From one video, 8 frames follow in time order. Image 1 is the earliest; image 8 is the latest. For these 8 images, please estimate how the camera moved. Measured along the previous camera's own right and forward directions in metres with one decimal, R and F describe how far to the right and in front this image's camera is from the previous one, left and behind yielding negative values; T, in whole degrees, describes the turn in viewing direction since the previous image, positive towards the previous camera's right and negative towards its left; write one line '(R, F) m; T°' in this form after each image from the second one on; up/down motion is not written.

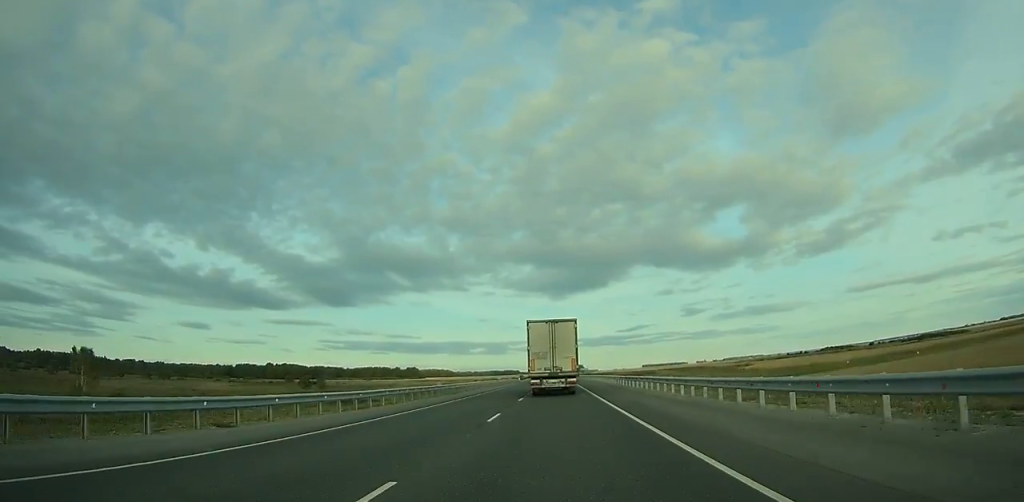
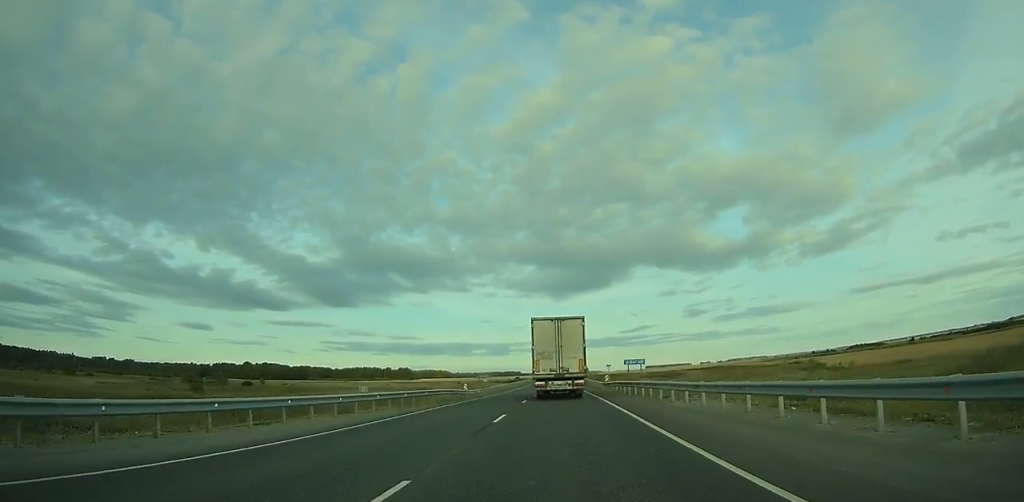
(+0.1, +72.3) m; 0°
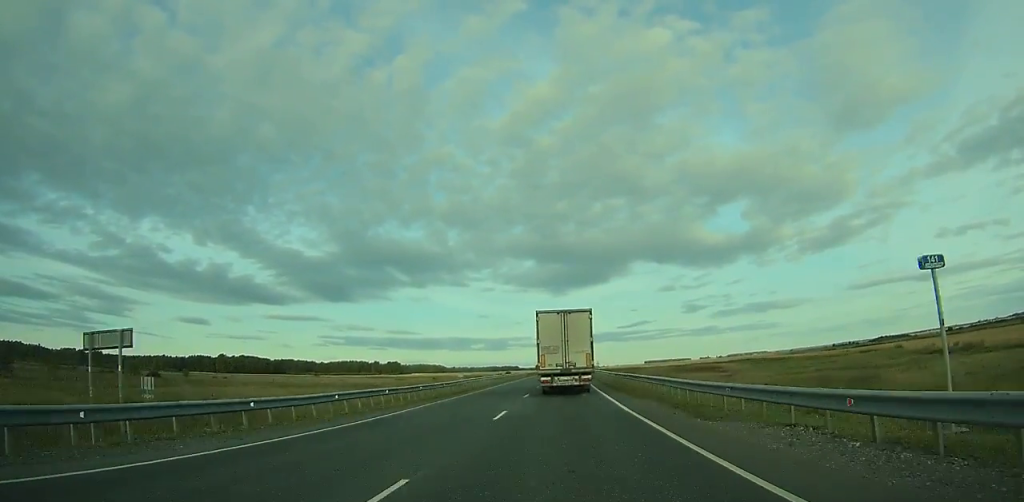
(0.0, +58.1) m; 0°
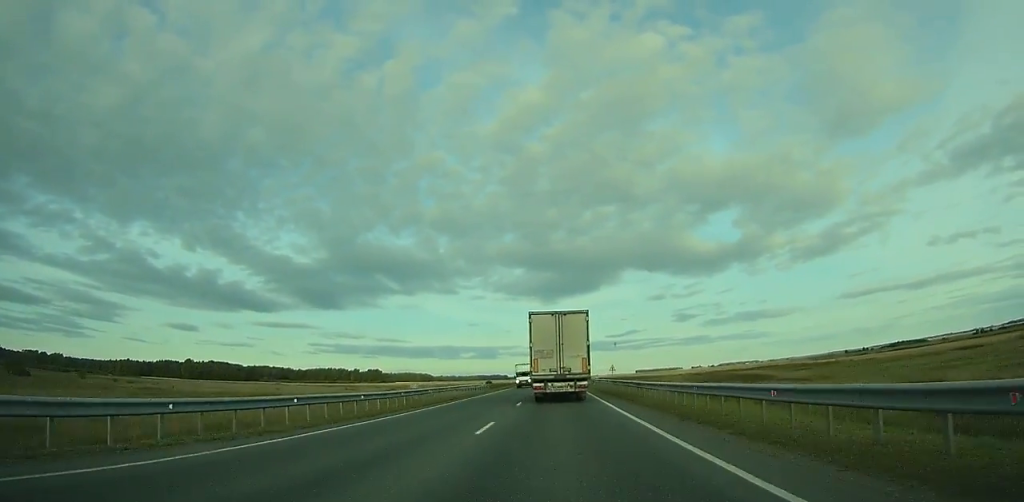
(+0.2, +47.5) m; 0°
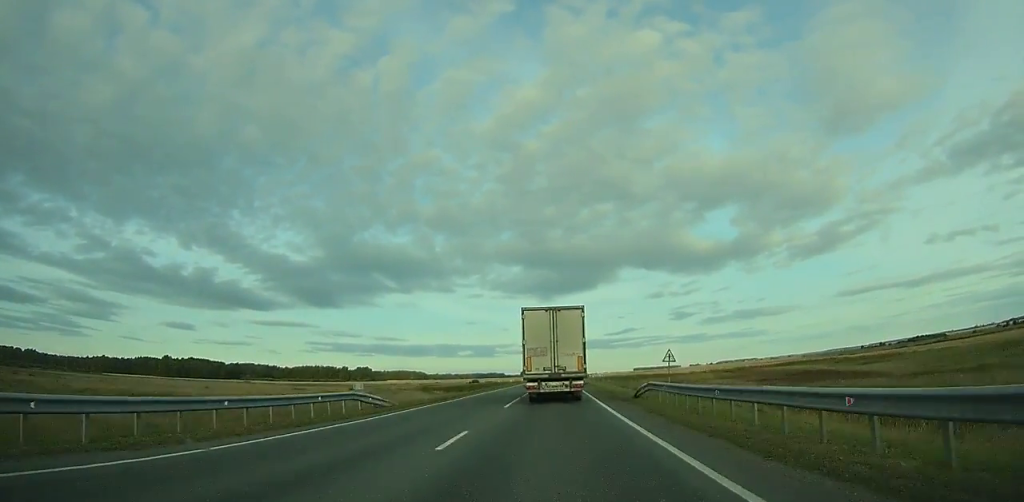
(+0.2, +35.9) m; 0°
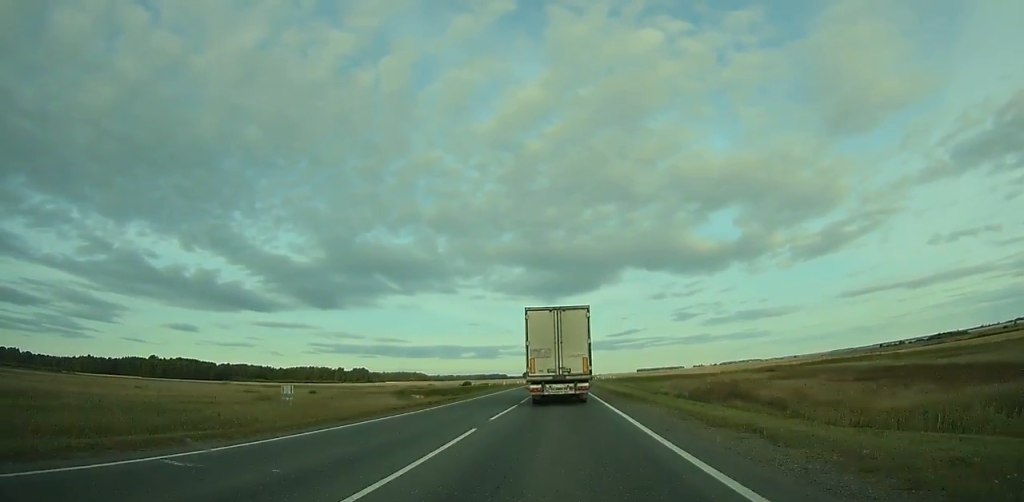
(0.0, +26.3) m; 0°
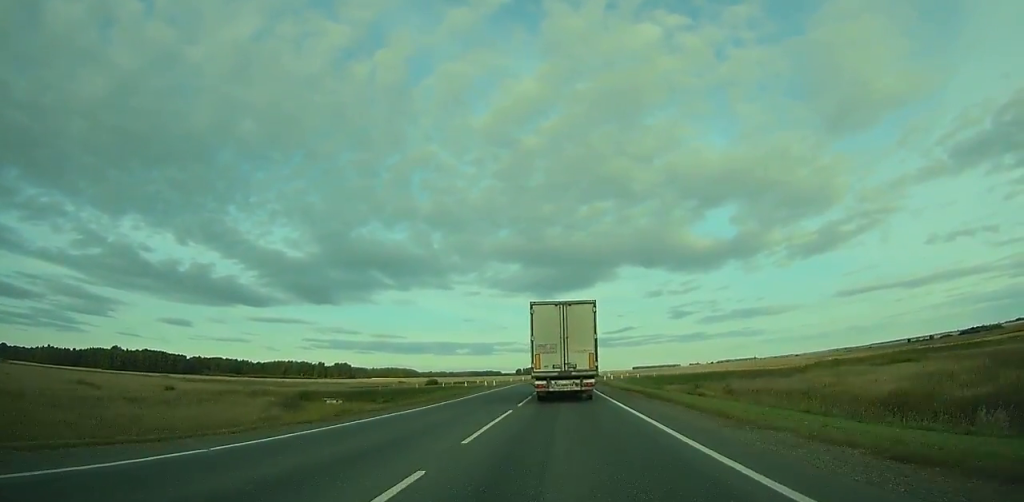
(+0.1, +48.9) m; 0°
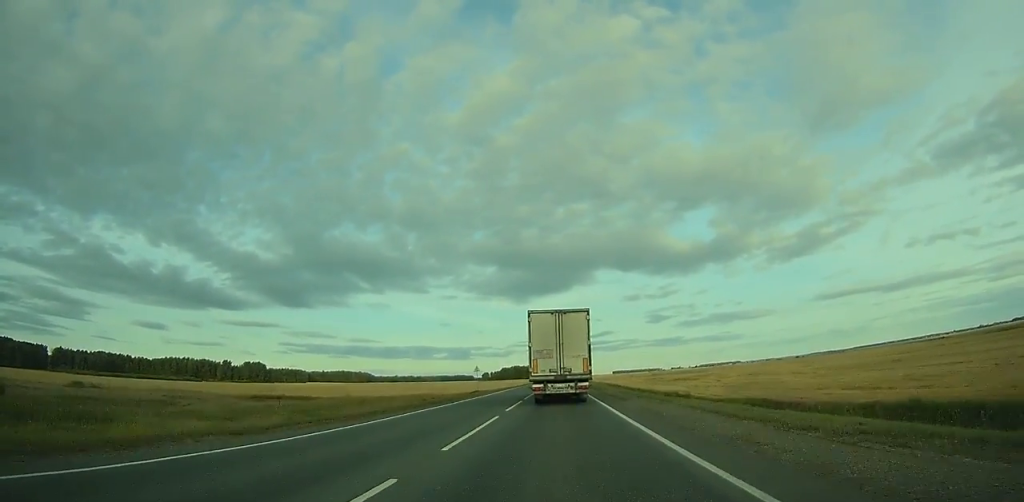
(+3.2, +183.4) m; +2°
